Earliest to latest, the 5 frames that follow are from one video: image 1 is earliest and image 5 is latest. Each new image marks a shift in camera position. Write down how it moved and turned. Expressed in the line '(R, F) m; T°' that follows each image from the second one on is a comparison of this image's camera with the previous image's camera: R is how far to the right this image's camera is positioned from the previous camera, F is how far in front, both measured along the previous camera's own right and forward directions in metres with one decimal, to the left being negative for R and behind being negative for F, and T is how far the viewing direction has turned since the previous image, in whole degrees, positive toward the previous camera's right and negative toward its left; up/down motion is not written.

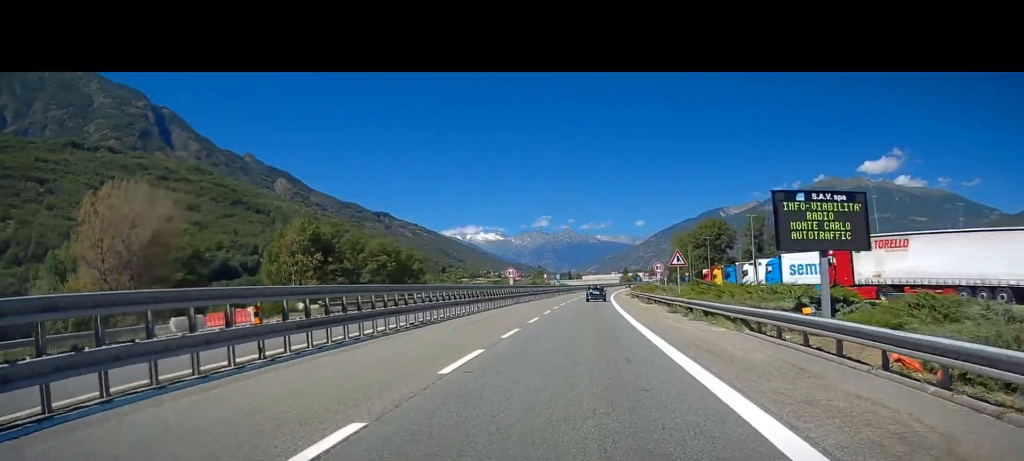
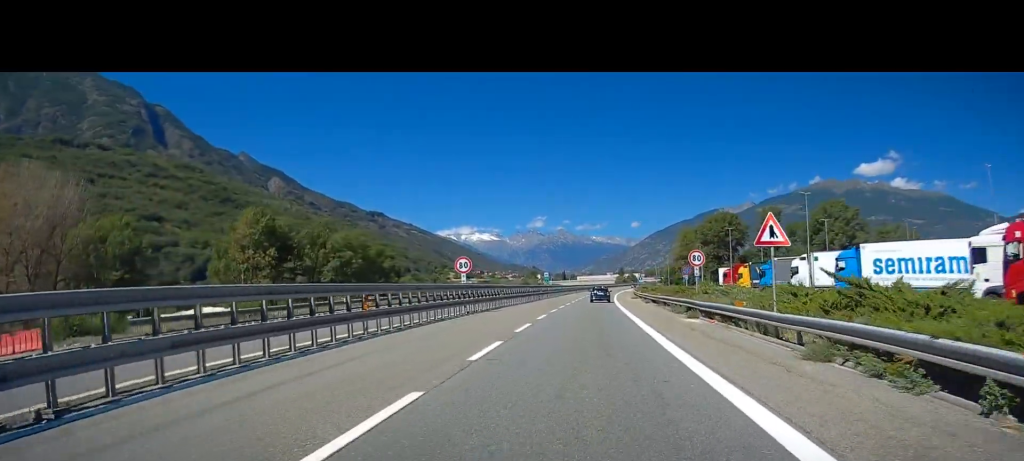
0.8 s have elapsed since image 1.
(+0.2, +20.3) m; 0°
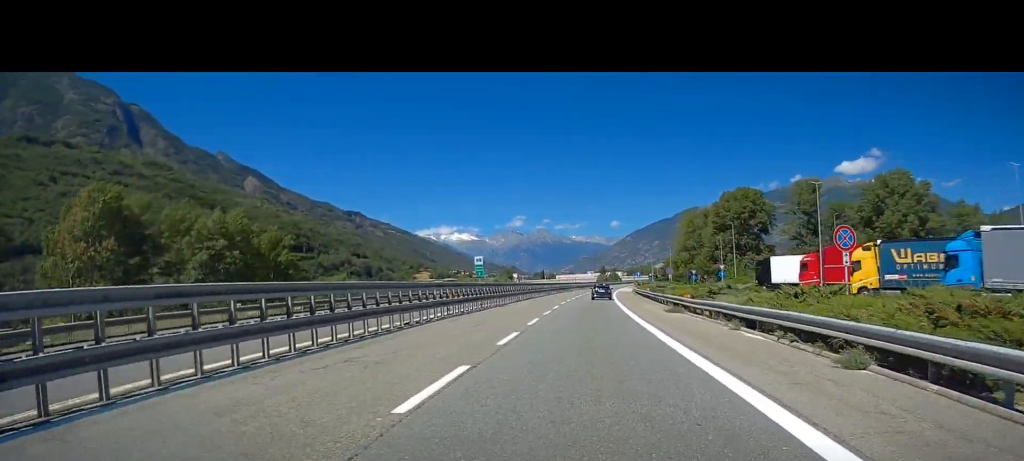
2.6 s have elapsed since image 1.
(0.0, +42.2) m; +1°
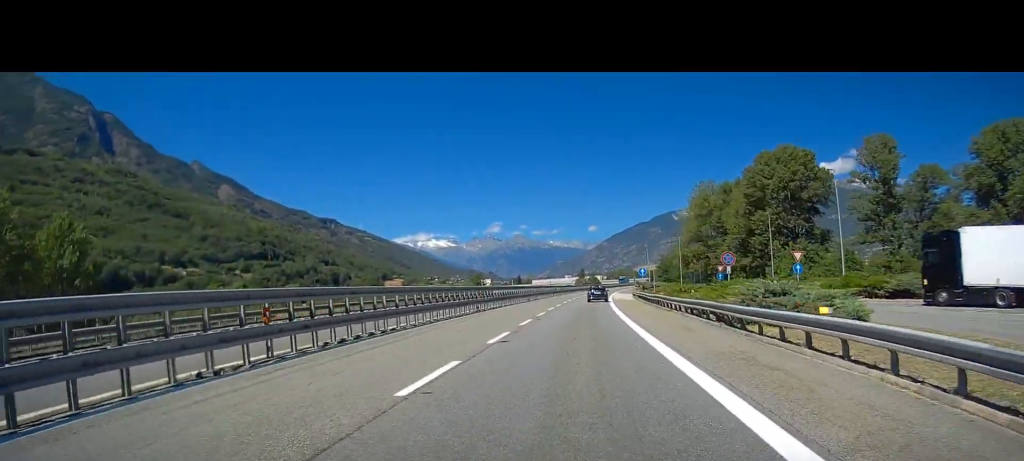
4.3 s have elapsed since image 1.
(+0.7, +43.2) m; +2°
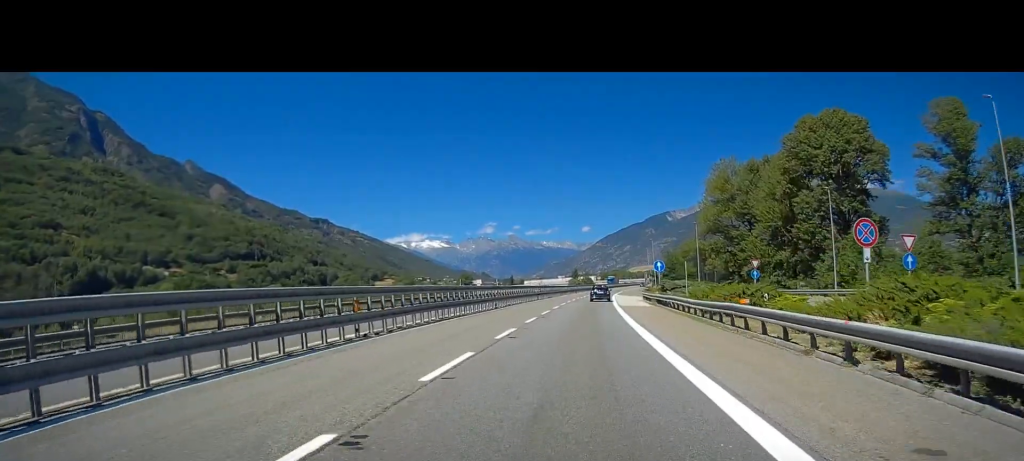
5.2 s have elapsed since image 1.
(+0.7, +21.2) m; +2°
